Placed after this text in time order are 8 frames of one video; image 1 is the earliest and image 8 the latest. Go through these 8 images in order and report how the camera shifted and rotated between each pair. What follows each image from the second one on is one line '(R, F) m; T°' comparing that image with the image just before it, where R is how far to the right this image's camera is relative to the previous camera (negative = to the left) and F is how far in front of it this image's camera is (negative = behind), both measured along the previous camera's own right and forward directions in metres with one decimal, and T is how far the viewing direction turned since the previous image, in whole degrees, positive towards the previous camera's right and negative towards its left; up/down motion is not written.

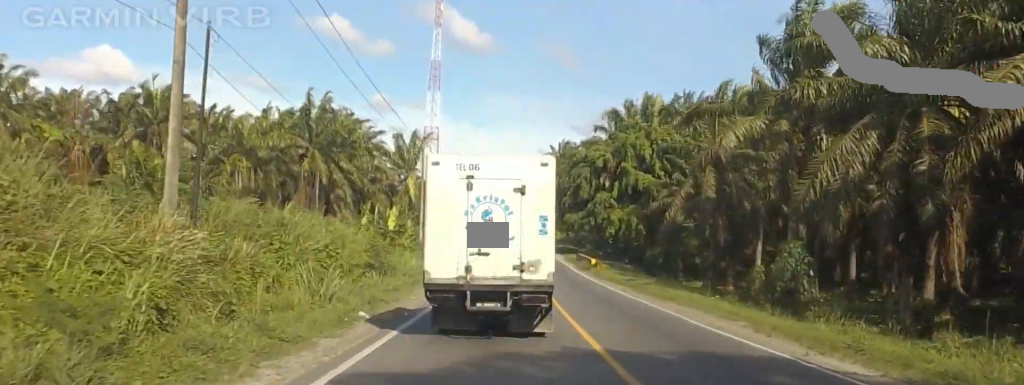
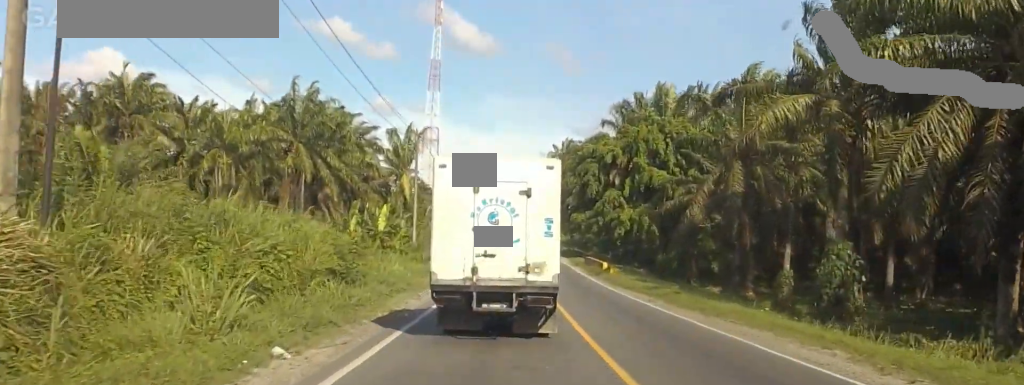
(0.0, +6.7) m; 0°
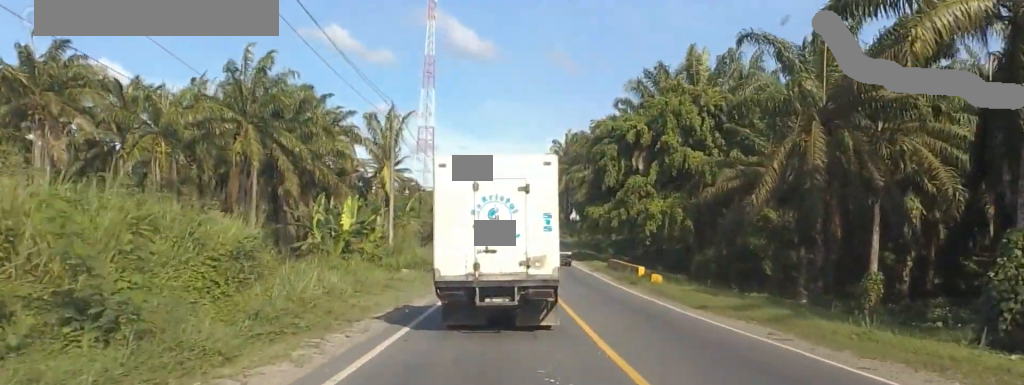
(-0.1, +14.5) m; 0°
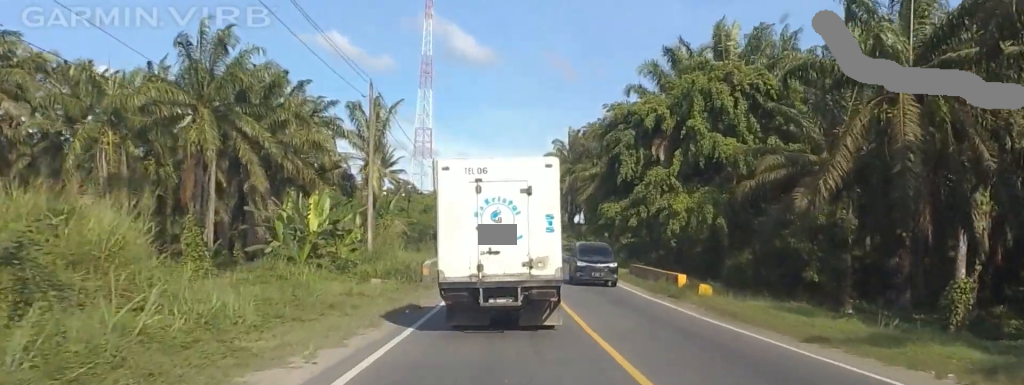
(0.0, +8.9) m; 0°
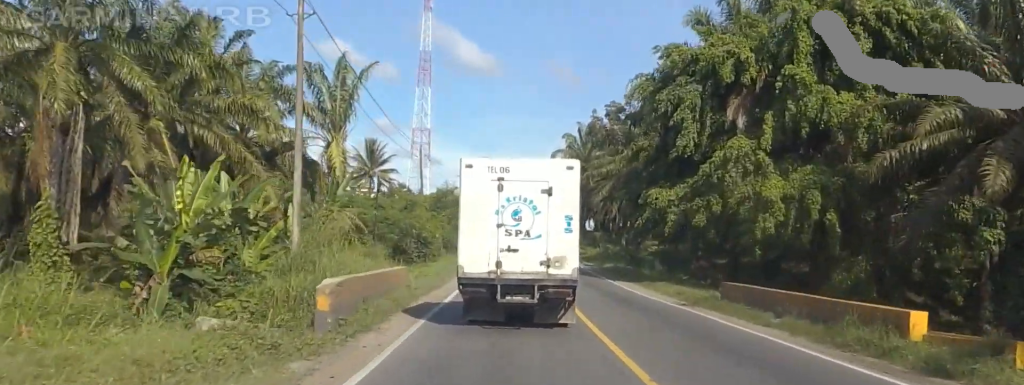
(0.0, +17.3) m; 0°
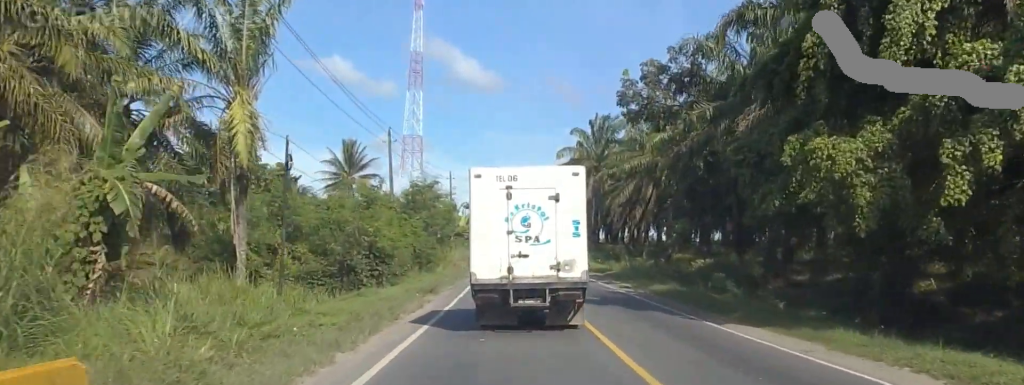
(0.0, +20.1) m; 0°
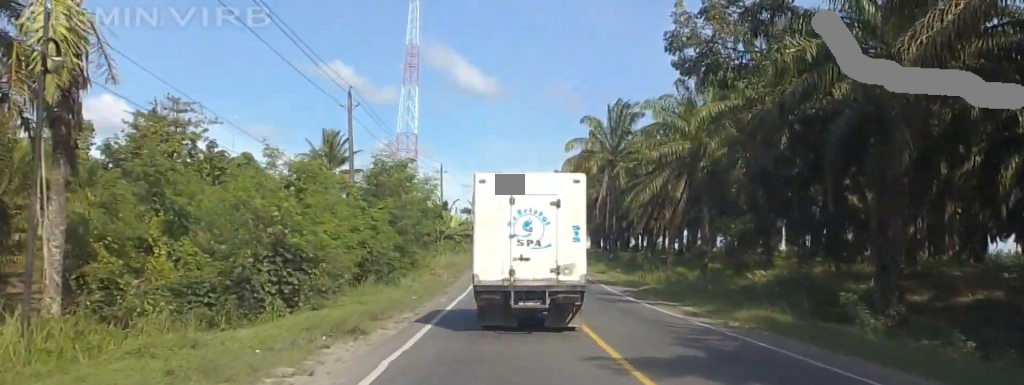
(0.0, +15.6) m; 0°
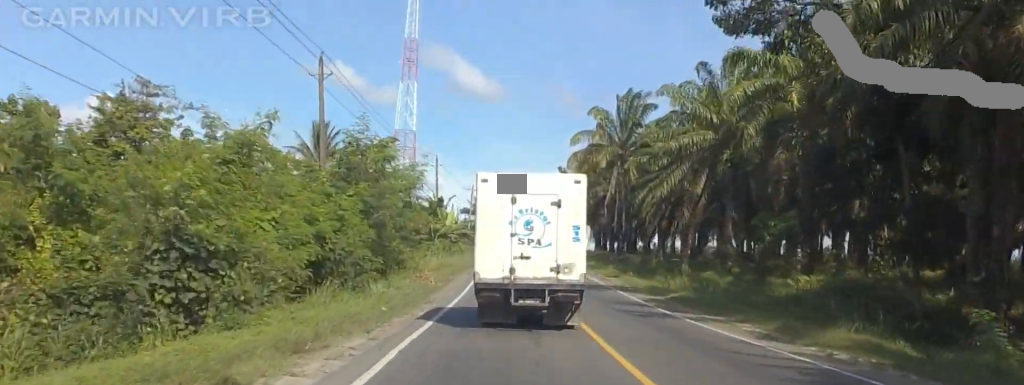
(0.0, +7.2) m; 0°
